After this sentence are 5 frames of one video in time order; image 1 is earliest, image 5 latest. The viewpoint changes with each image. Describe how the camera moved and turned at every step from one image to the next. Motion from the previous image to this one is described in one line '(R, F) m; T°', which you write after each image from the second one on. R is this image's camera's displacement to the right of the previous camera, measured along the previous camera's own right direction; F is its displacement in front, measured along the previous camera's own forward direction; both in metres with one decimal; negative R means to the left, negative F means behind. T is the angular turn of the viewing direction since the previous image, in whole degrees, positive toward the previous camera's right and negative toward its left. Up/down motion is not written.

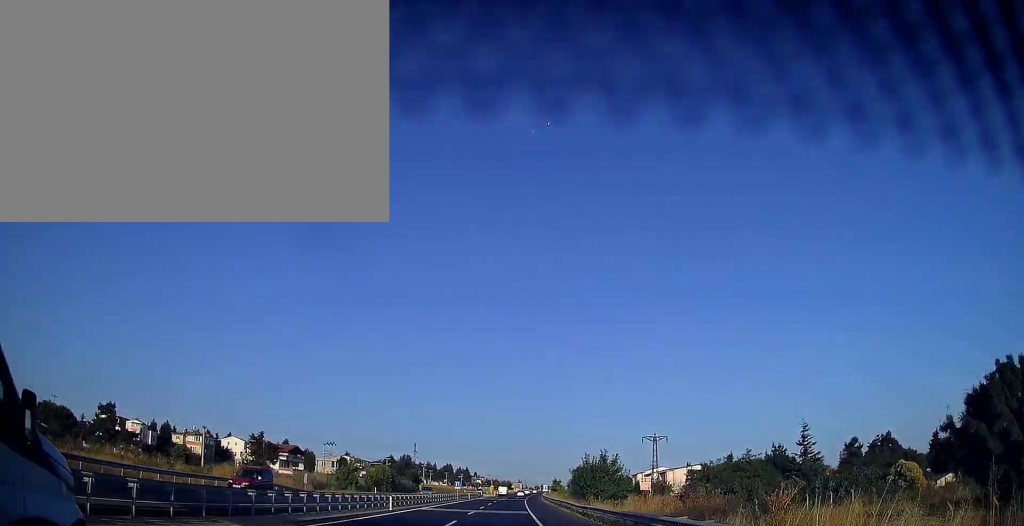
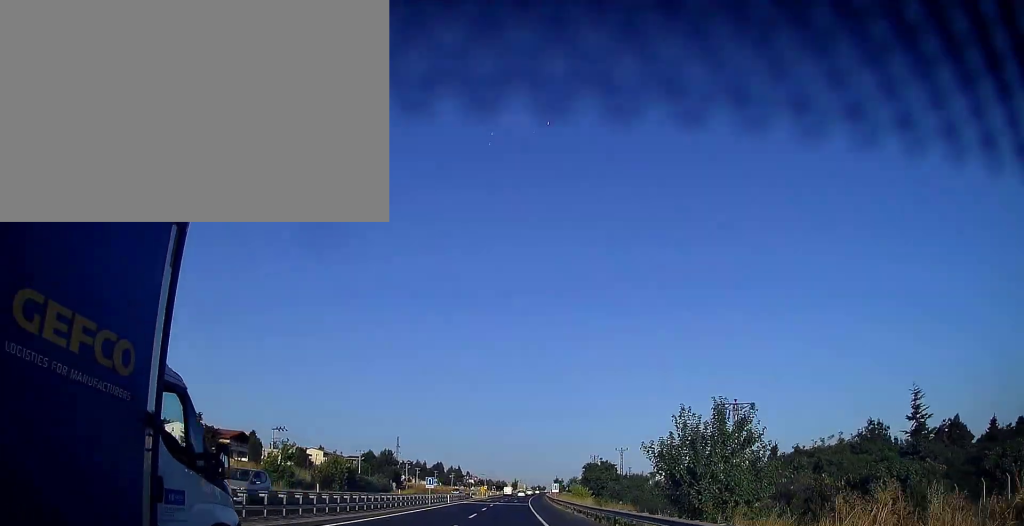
(0.0, +27.3) m; +1°
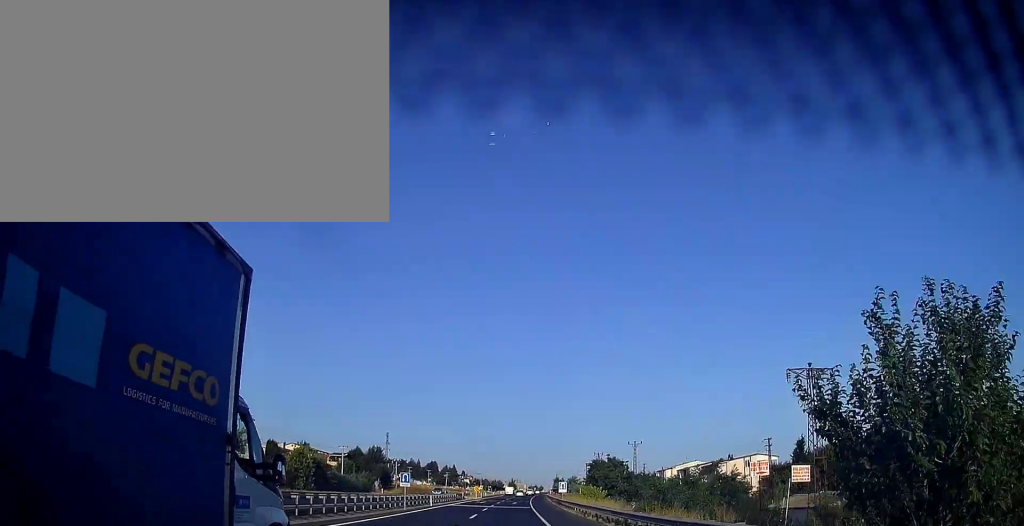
(+0.2, +12.7) m; 0°
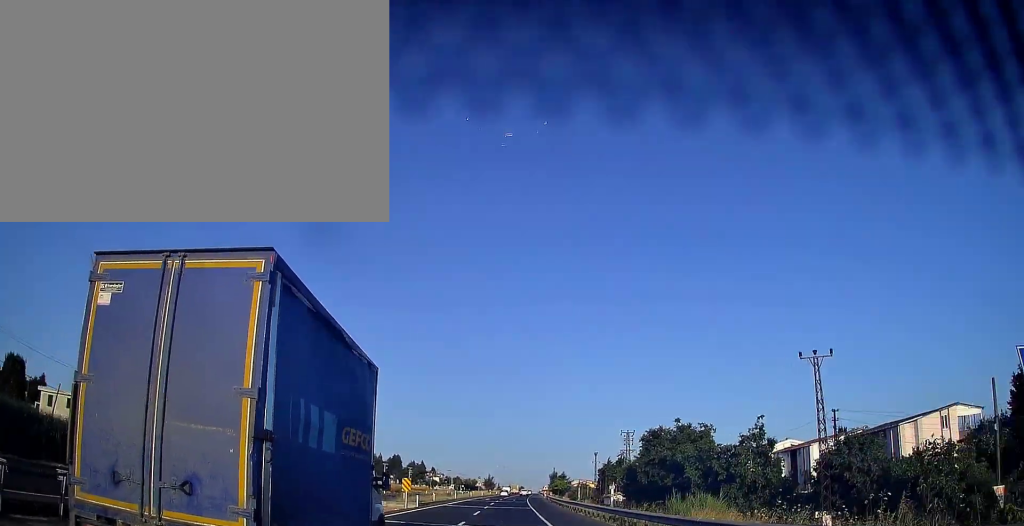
(+0.9, +57.0) m; +2°
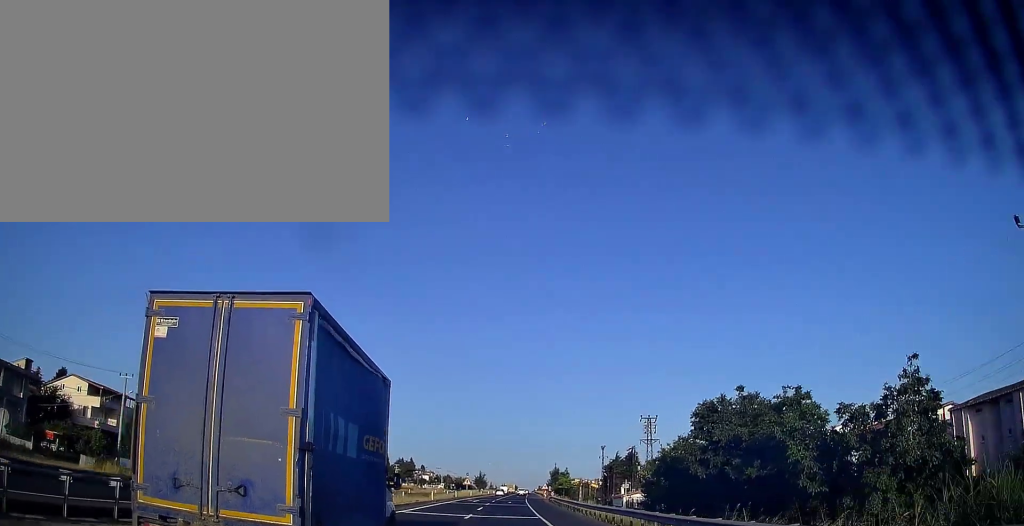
(+0.2, +17.7) m; +1°
